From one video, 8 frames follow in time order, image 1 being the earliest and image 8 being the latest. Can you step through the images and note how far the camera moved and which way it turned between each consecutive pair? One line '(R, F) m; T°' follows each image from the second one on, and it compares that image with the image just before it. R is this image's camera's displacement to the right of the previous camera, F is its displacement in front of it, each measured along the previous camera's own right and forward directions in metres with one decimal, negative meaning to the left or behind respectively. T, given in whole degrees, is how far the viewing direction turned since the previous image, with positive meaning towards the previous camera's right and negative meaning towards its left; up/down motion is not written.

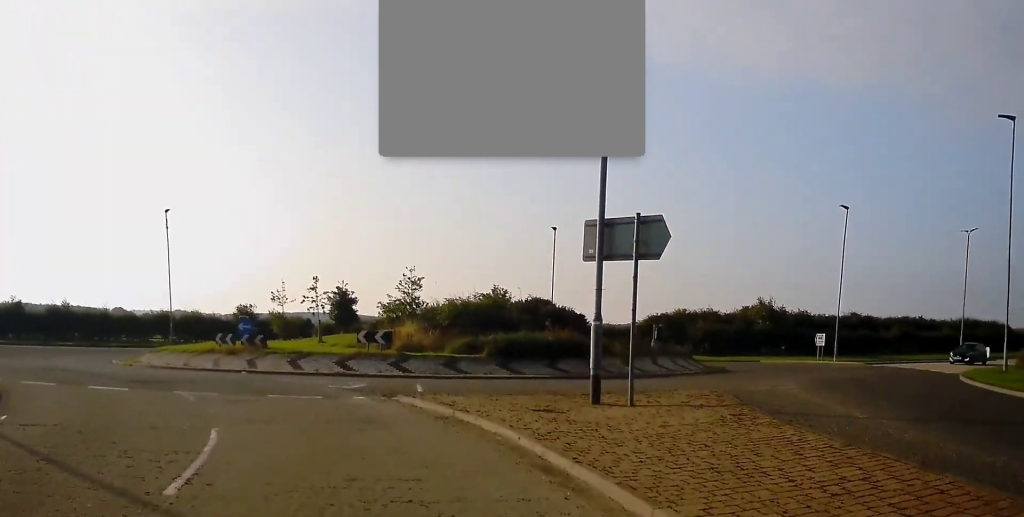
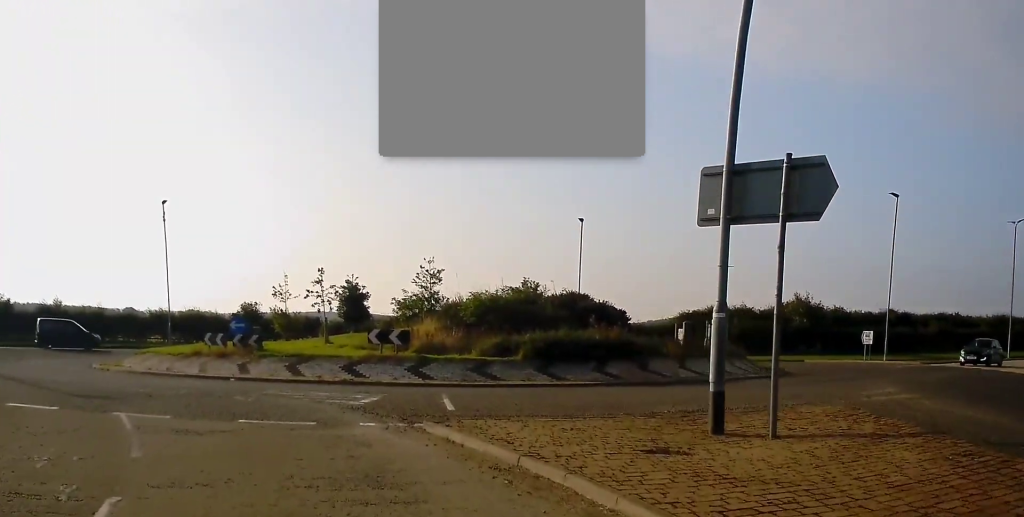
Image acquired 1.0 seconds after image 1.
(0.0, +4.4) m; -2°
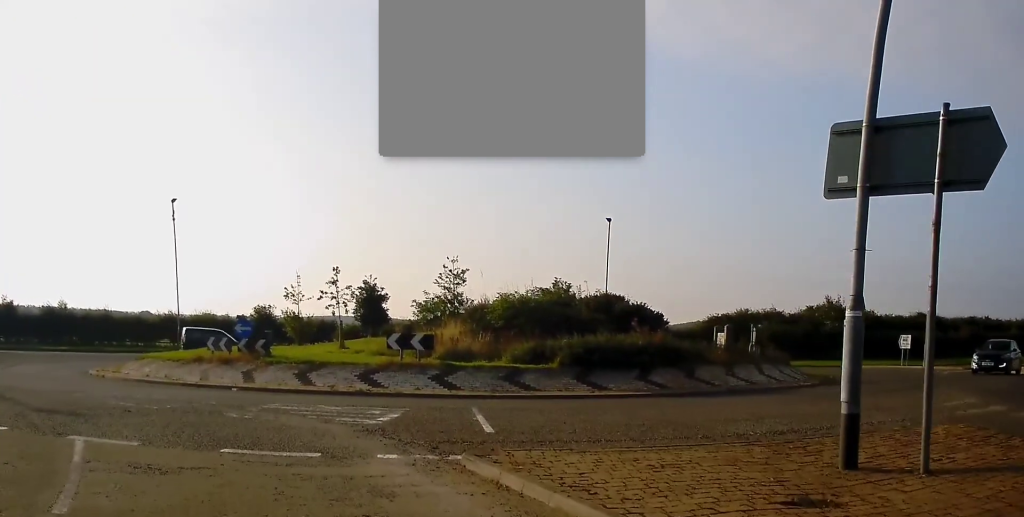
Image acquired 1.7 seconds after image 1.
(-0.1, +2.6) m; -1°
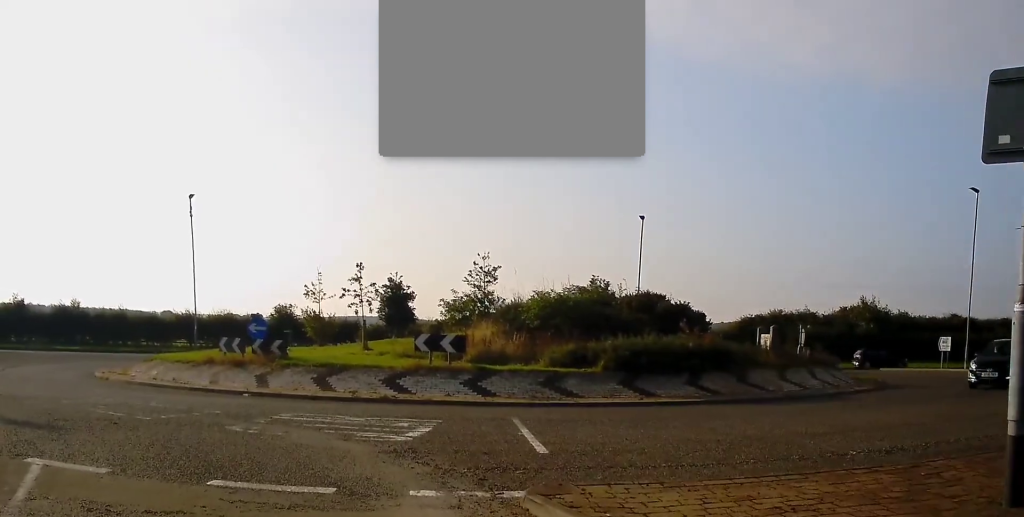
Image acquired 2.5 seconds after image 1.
(+0.1, +1.9) m; -1°
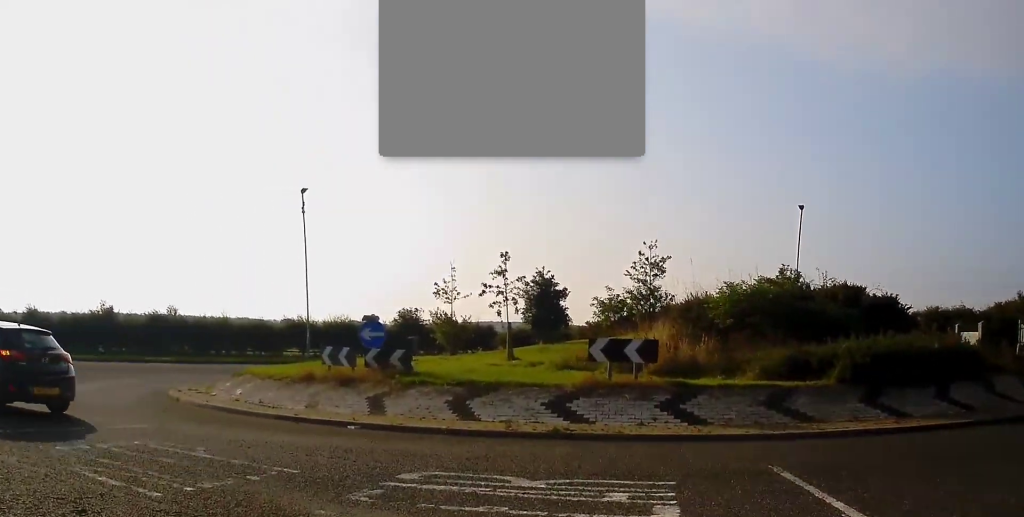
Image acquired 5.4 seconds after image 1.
(-0.3, +5.6) m; -10°
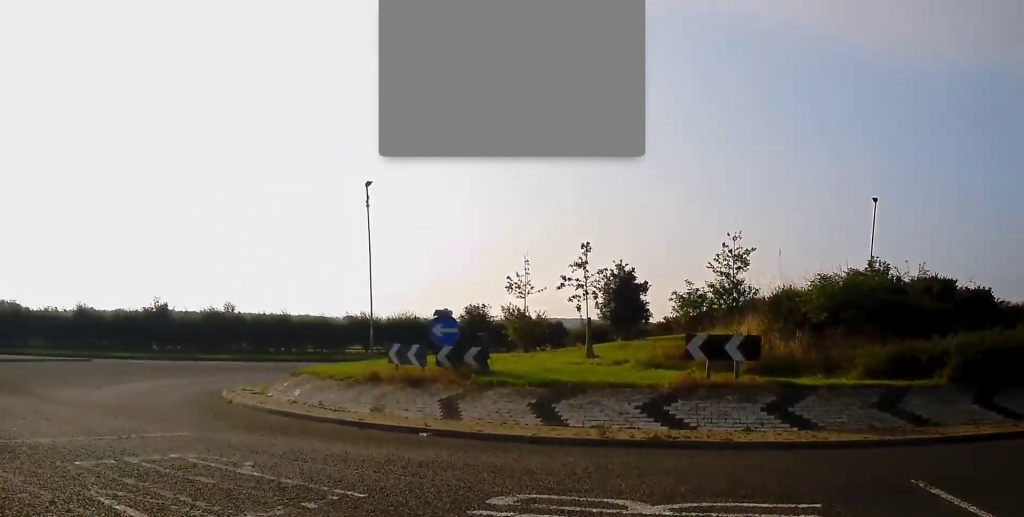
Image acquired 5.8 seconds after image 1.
(0.0, +1.2) m; -4°
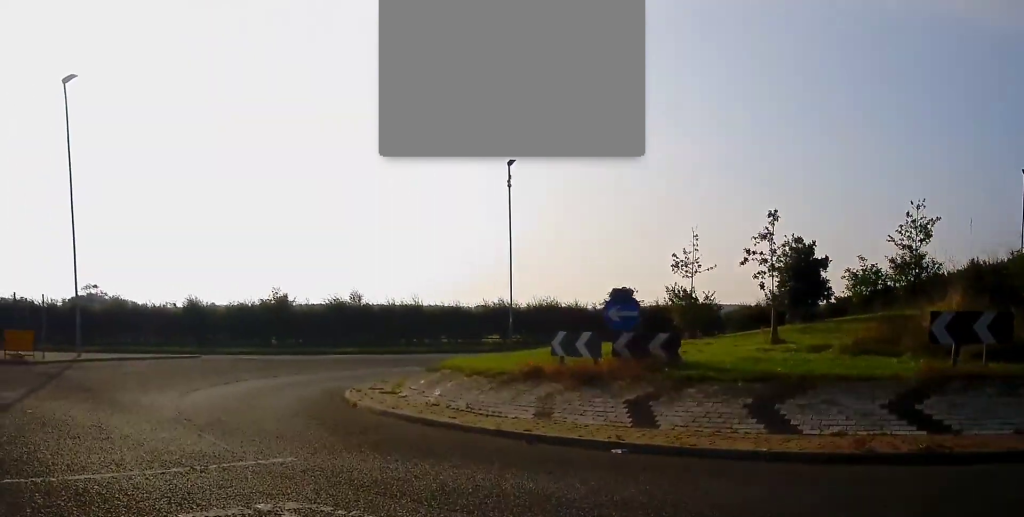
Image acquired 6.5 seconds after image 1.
(-0.1, +2.8) m; -7°
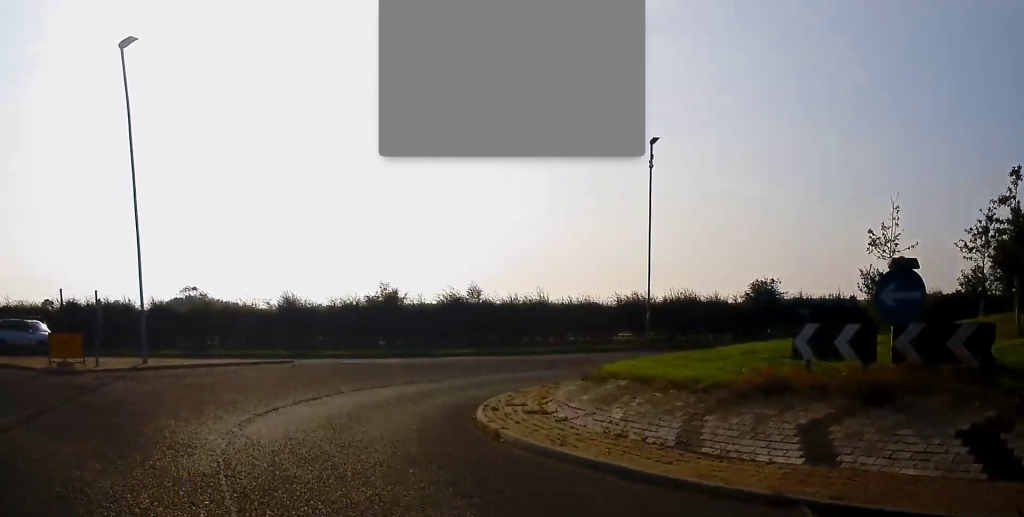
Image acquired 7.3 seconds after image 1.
(-0.3, +4.1) m; -7°
